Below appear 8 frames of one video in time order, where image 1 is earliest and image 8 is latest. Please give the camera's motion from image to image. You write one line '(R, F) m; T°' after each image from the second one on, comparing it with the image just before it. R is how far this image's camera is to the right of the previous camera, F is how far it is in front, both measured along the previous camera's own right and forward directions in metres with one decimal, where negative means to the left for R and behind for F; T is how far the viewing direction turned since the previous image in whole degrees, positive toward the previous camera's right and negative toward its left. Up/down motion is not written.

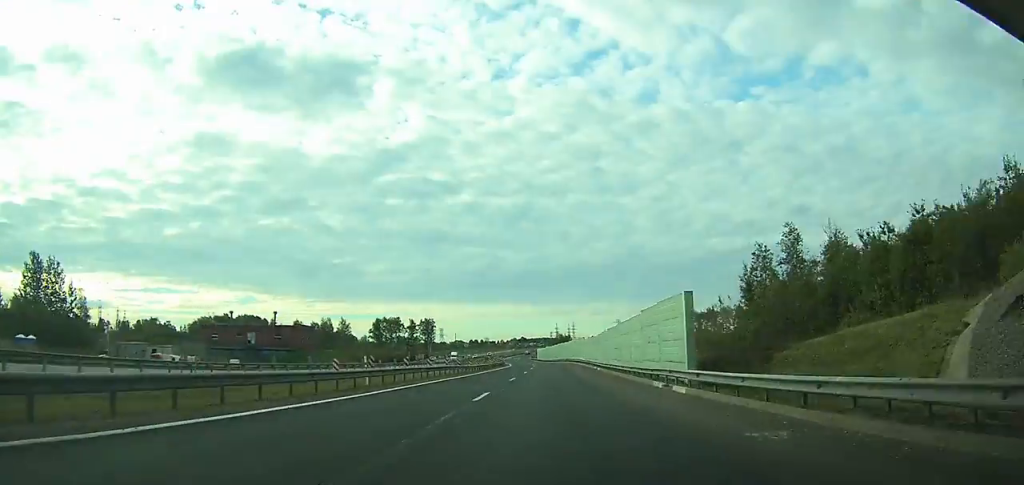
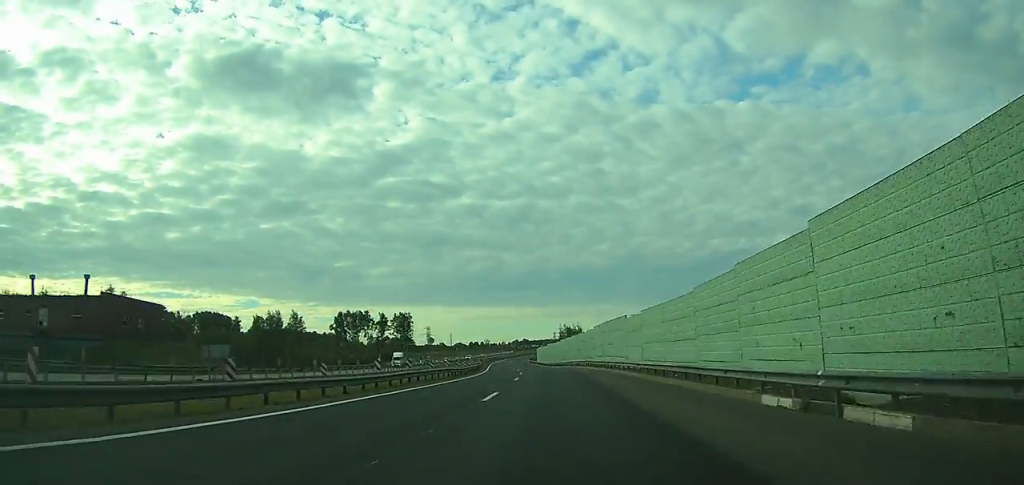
(+0.3, +46.5) m; 0°
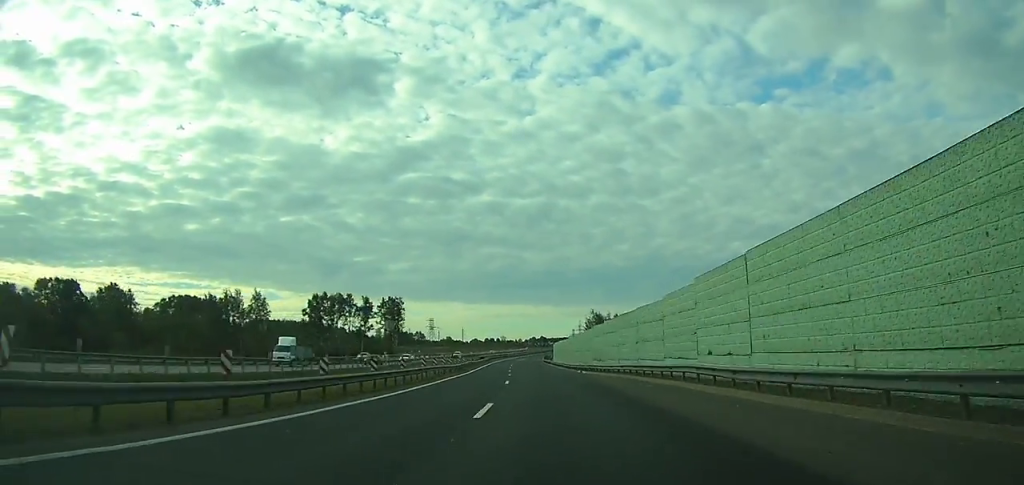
(0.0, +38.9) m; -1°
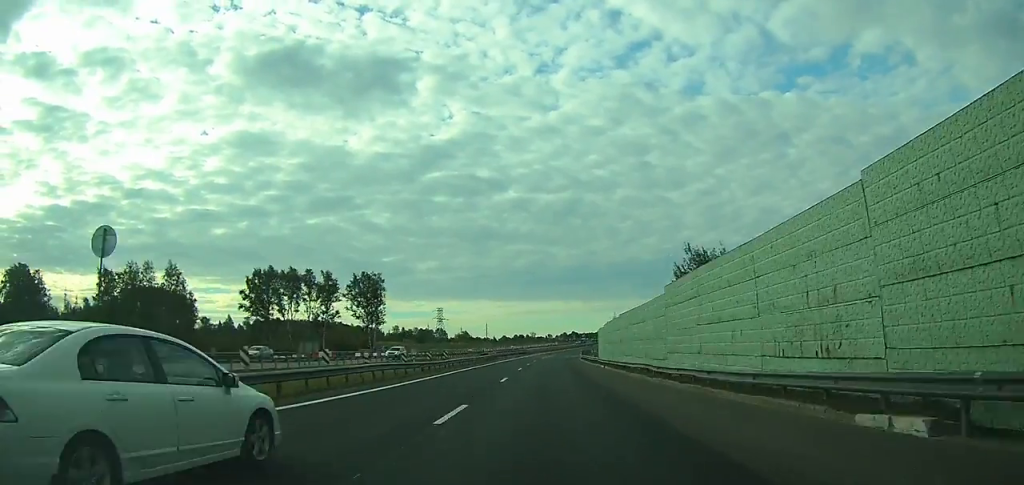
(-1.0, +52.2) m; -1°
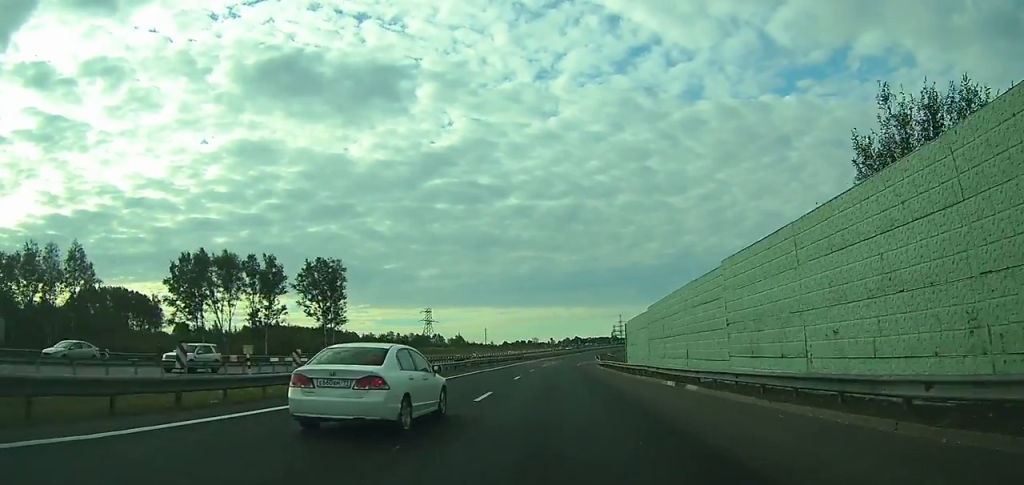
(-0.3, +27.6) m; -1°
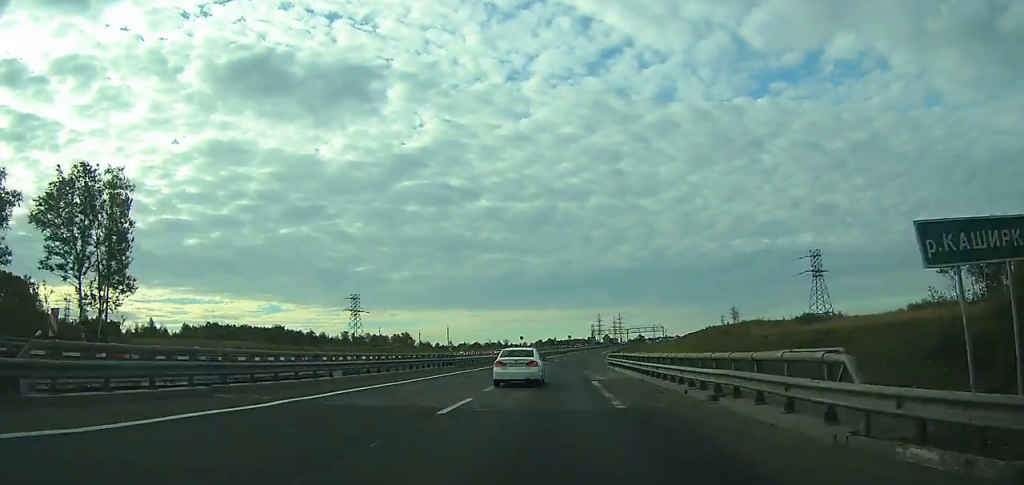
(0.0, +52.4) m; +2°
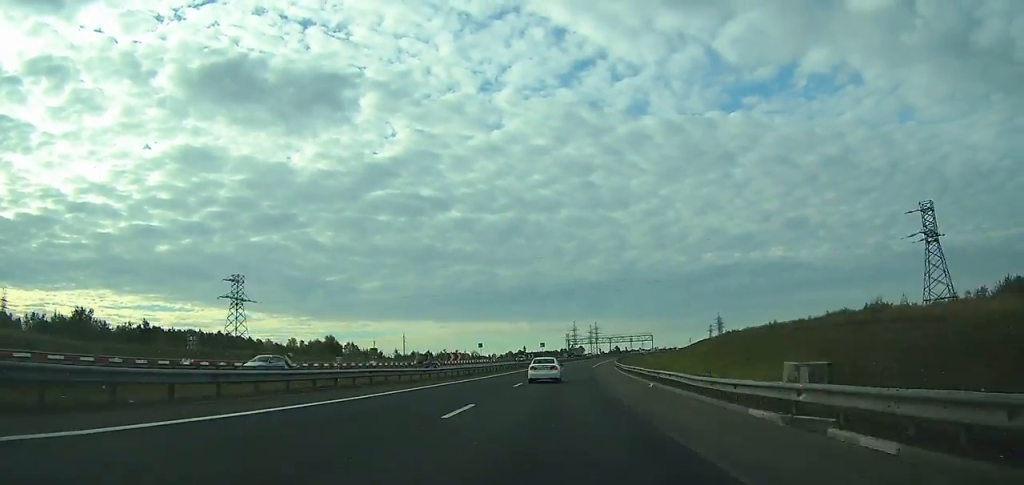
(+1.4, +45.9) m; +3°
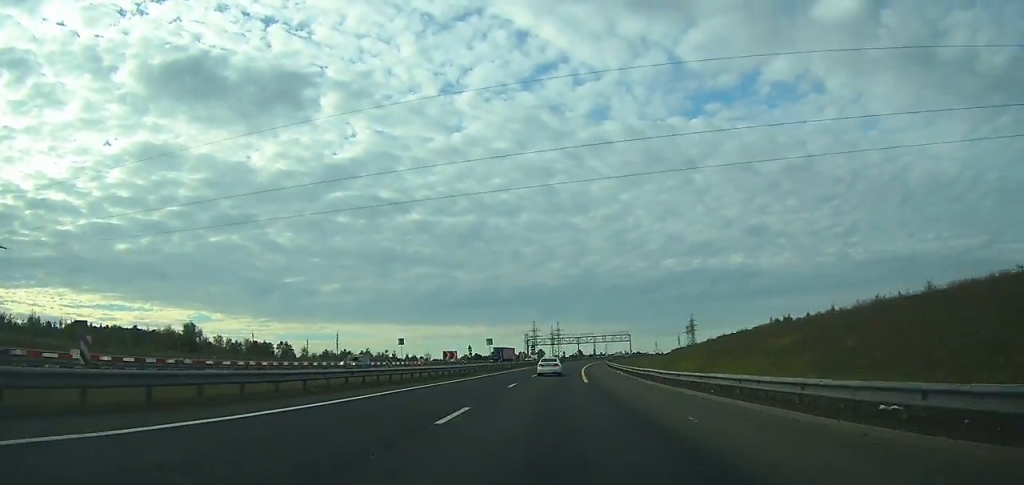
(+1.6, +46.9) m; +3°
